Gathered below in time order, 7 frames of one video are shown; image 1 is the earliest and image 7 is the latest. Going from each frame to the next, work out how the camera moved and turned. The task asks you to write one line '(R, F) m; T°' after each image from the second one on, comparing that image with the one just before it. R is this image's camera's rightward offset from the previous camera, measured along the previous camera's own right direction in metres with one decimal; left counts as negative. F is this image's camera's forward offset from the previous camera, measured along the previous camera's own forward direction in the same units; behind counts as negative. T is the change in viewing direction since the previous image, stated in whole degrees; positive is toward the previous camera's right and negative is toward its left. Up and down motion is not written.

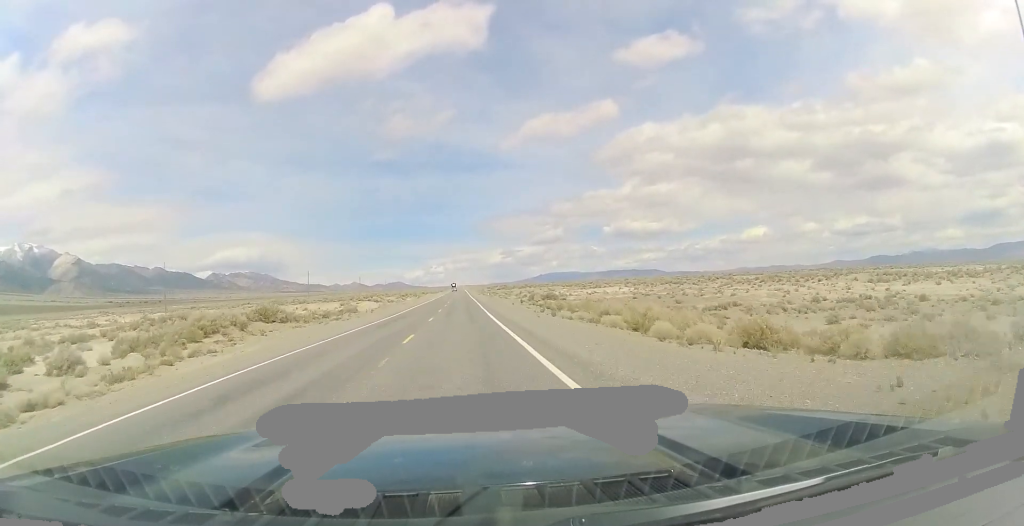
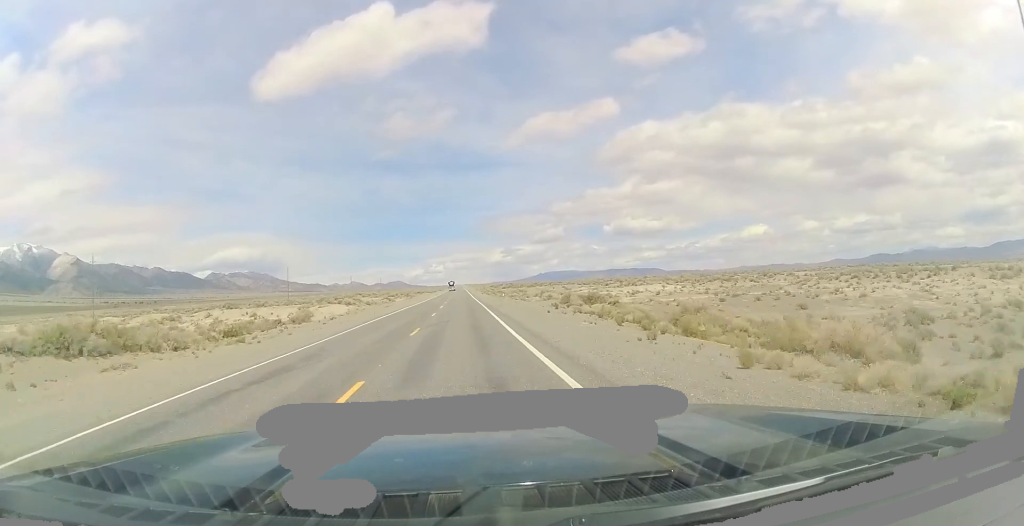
(-0.1, +25.0) m; -1°
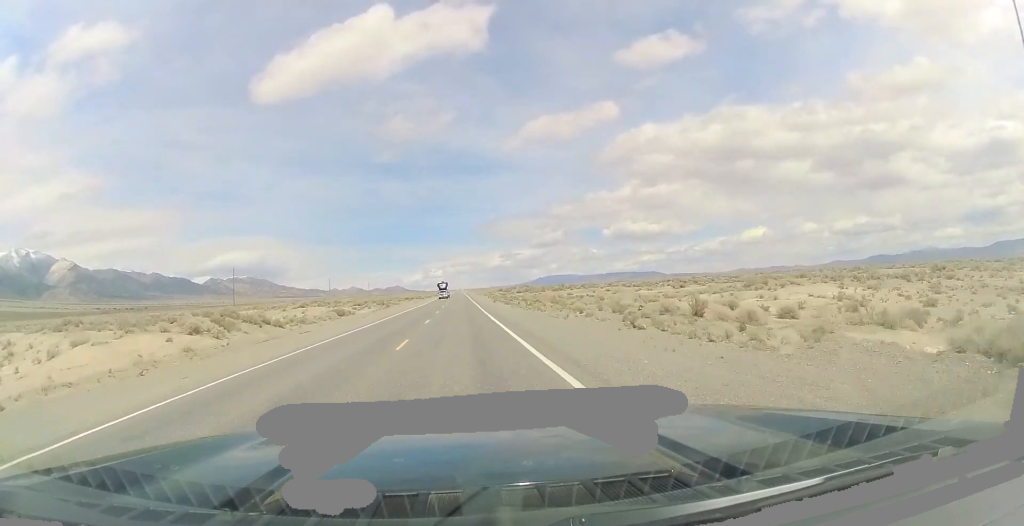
(-0.9, +45.7) m; -1°
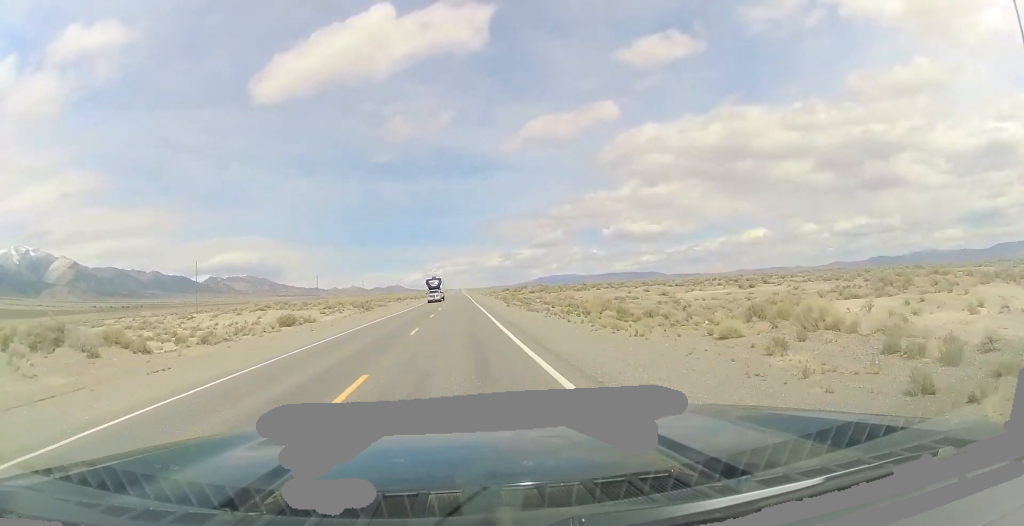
(+0.3, +21.8) m; +1°
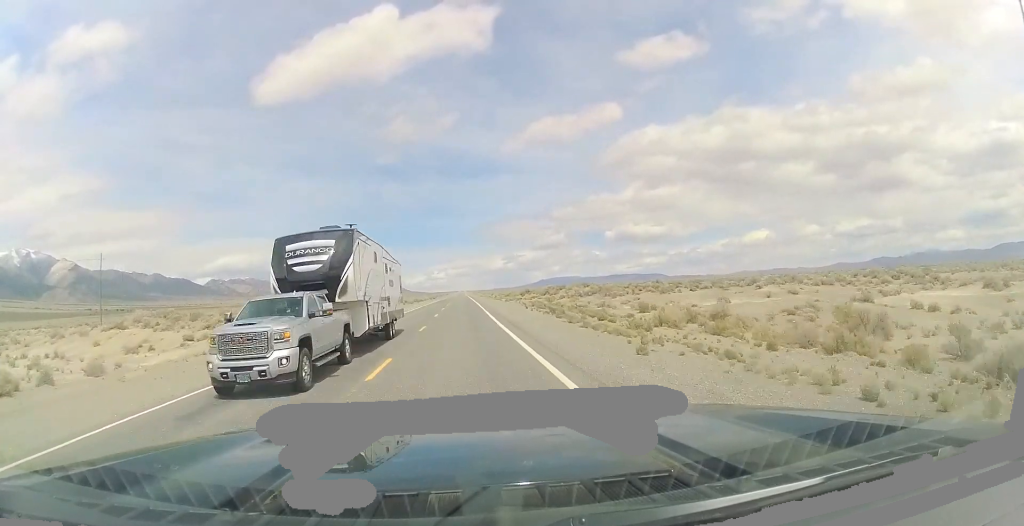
(+0.6, +38.0) m; 0°
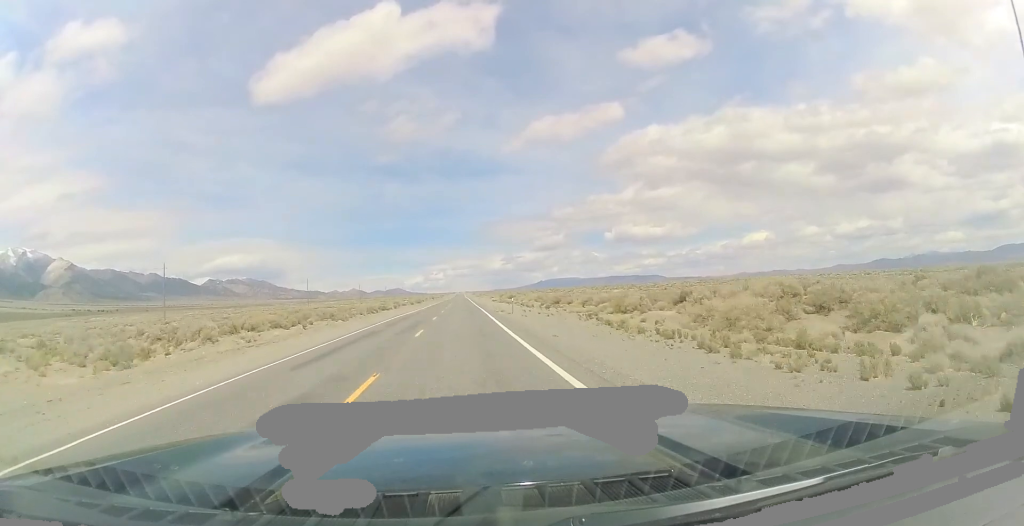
(-2.0, +84.7) m; -1°
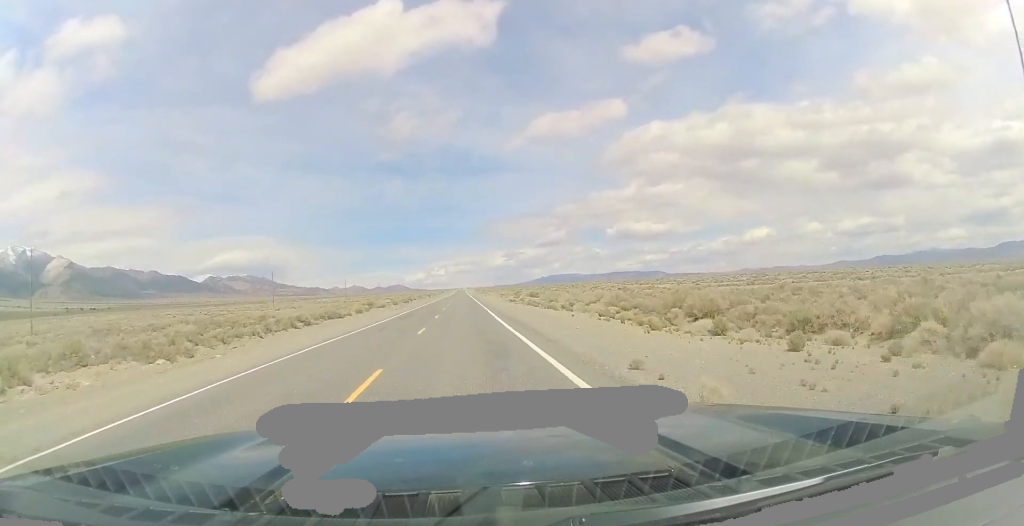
(+0.7, +41.0) m; +1°
